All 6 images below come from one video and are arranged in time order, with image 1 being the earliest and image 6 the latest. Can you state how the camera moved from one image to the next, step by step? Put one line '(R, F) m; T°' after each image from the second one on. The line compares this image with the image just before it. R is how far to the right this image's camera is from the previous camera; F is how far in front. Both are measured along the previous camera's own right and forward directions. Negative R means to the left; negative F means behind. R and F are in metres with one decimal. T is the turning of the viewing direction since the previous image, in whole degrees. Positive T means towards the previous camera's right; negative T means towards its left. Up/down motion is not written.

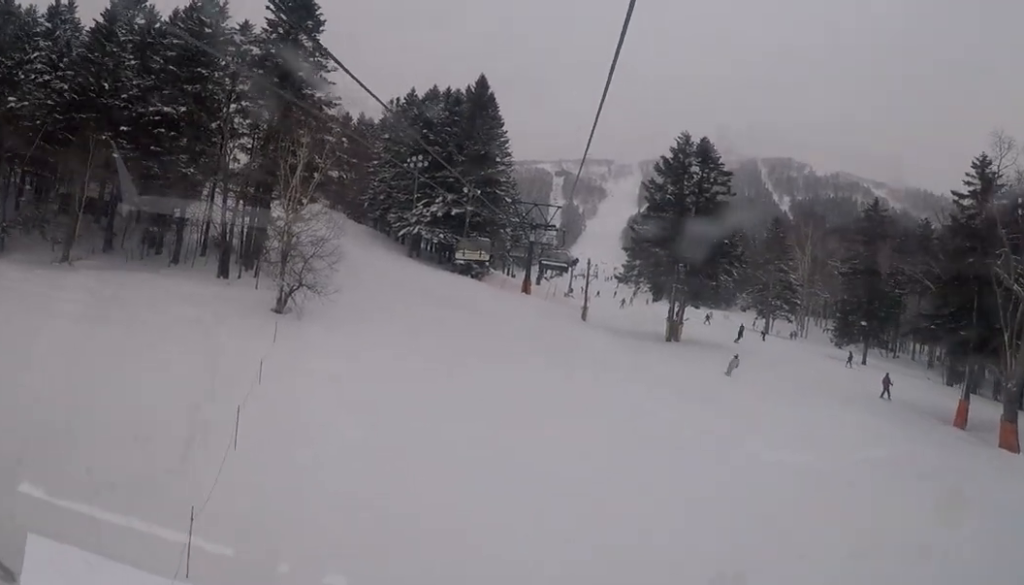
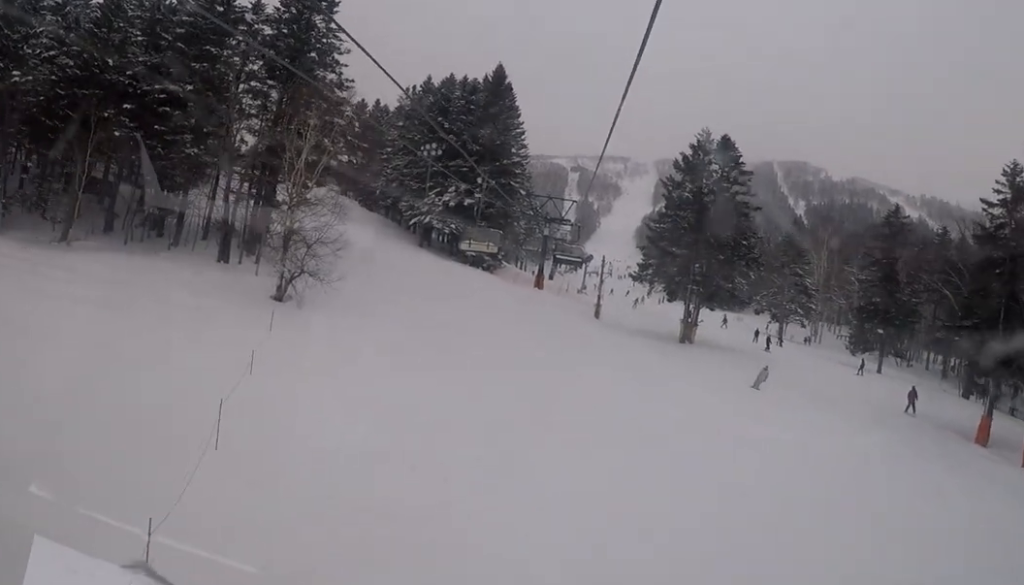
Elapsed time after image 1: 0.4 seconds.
(0.0, +1.6) m; 0°
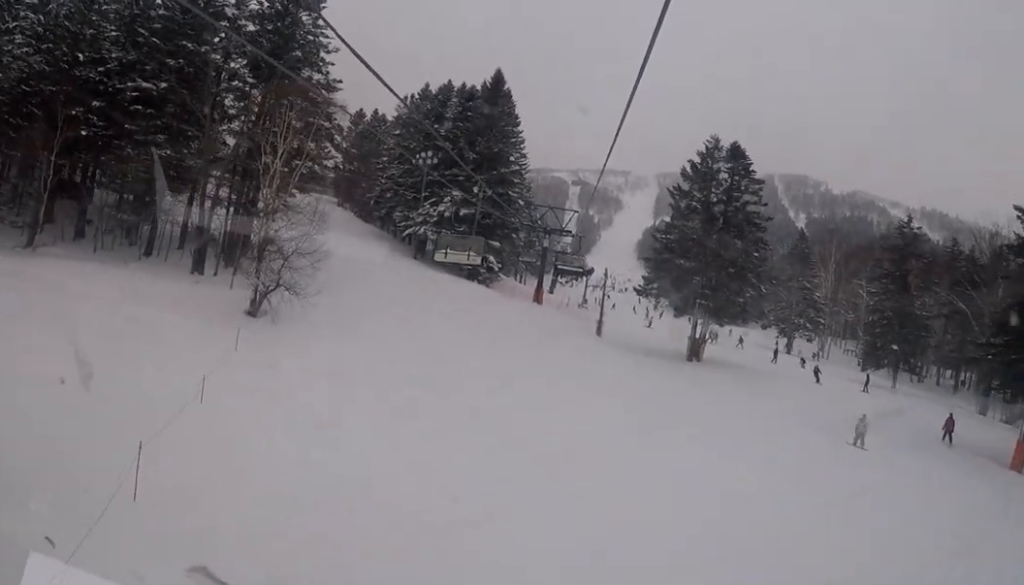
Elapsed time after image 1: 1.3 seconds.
(0.0, +4.0) m; 0°
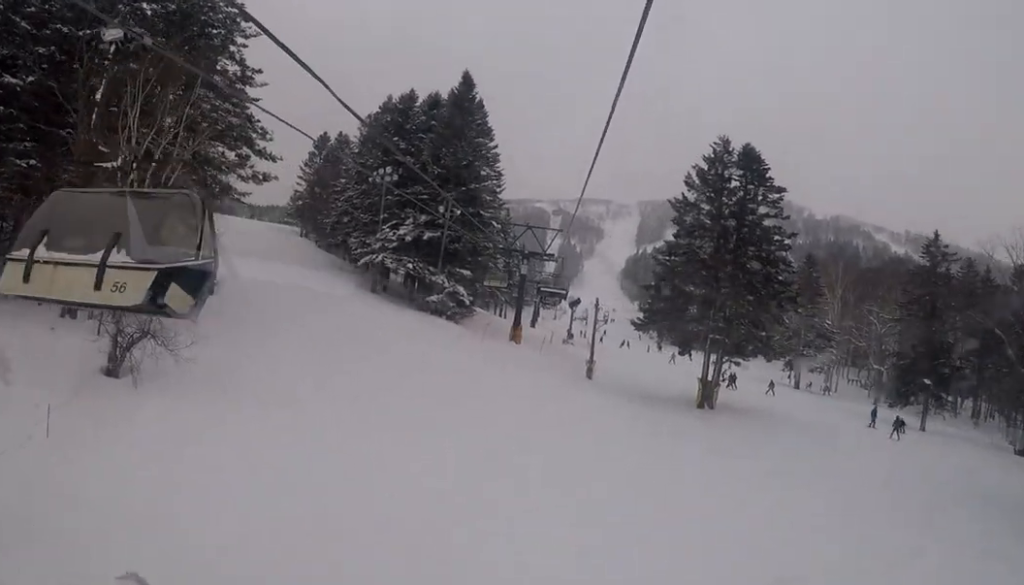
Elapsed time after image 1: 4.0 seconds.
(0.0, +10.9) m; 0°
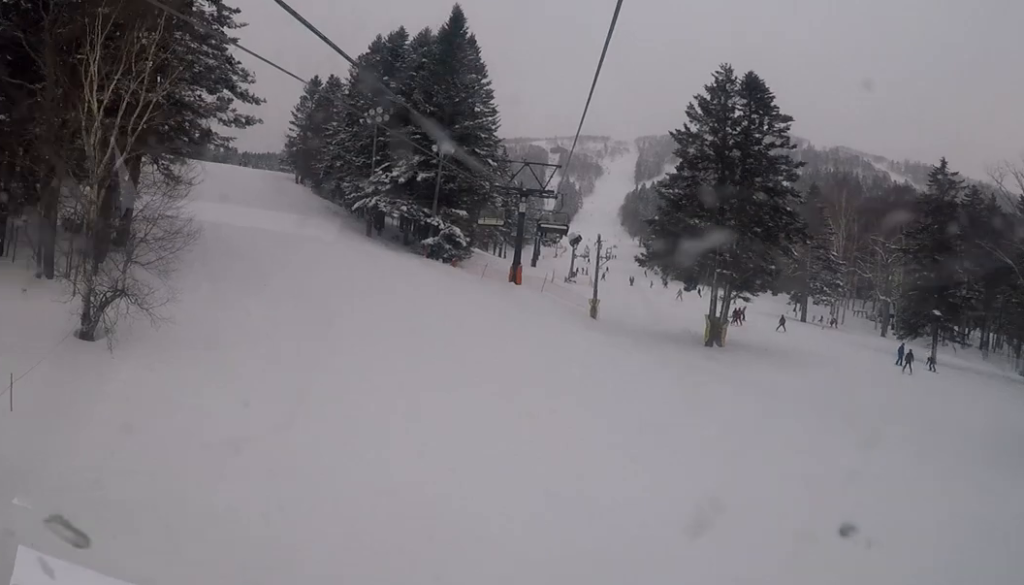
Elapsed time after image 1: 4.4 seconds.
(0.0, +1.8) m; 0°
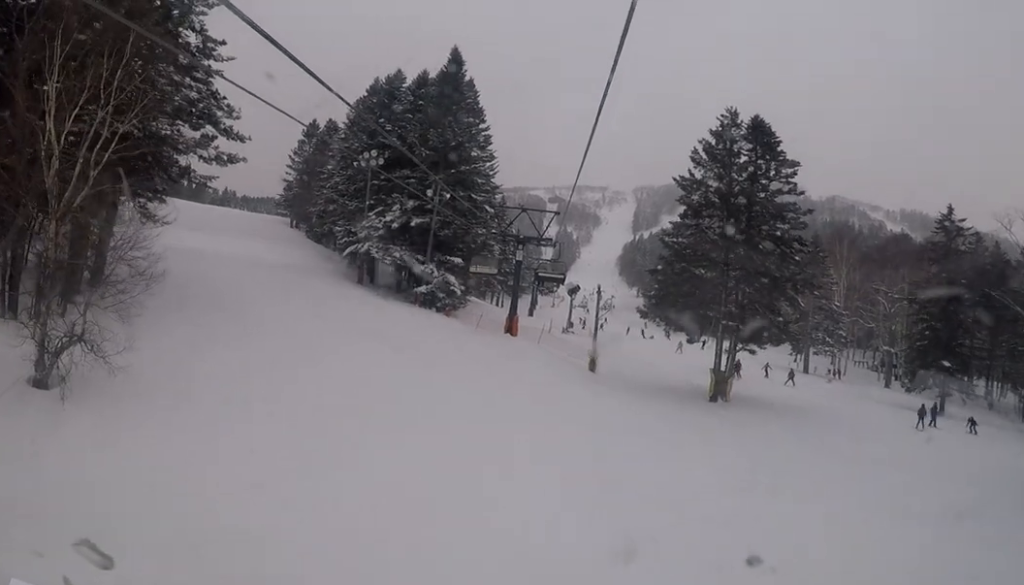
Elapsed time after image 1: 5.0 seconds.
(0.0, +2.3) m; 0°
